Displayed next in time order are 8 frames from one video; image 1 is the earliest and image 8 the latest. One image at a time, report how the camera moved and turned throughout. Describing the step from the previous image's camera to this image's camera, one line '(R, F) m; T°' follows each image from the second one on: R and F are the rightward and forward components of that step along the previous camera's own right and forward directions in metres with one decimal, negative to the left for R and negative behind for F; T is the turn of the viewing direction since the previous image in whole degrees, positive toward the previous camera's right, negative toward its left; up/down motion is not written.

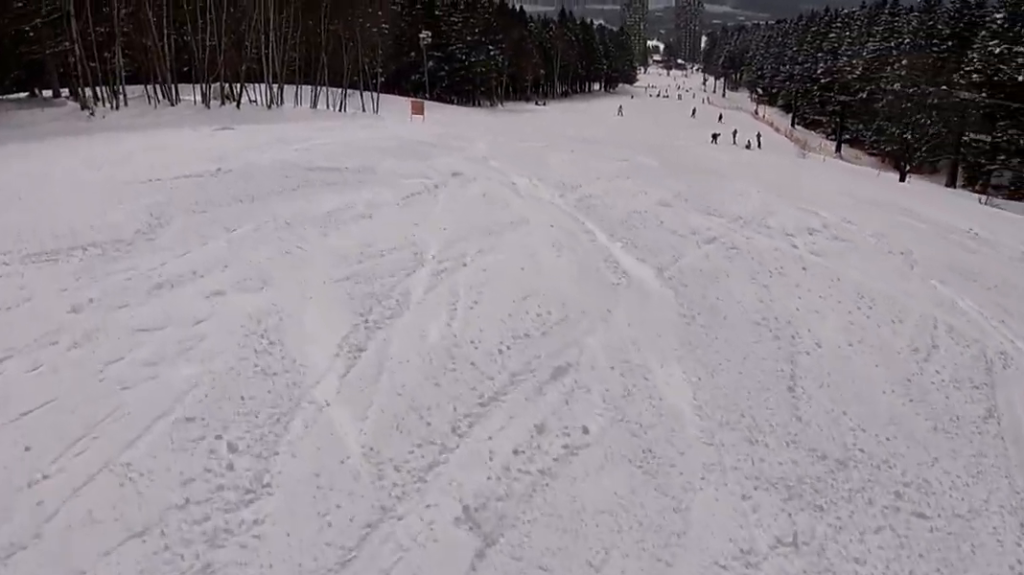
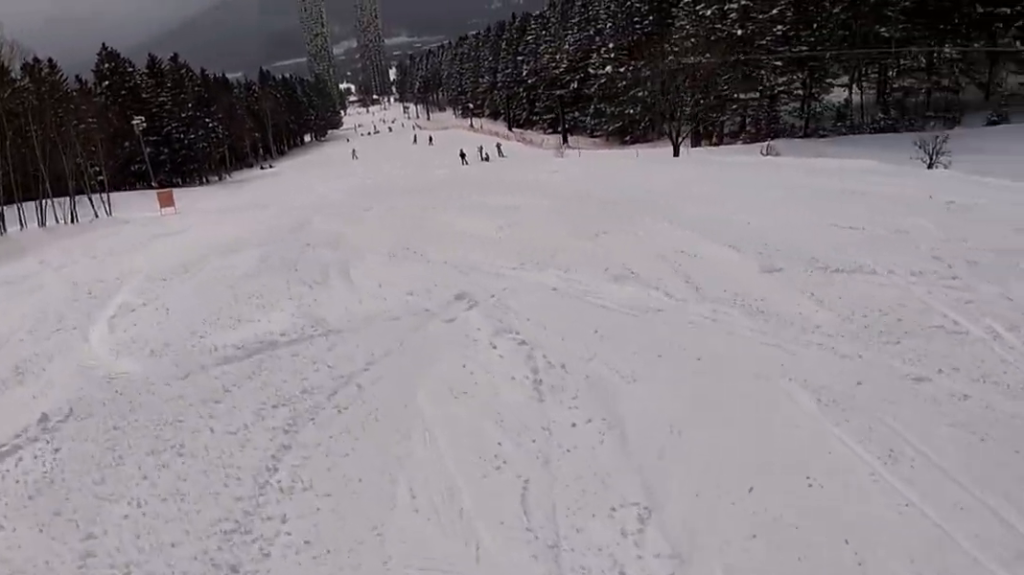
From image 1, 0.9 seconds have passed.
(+0.9, +6.1) m; +10°
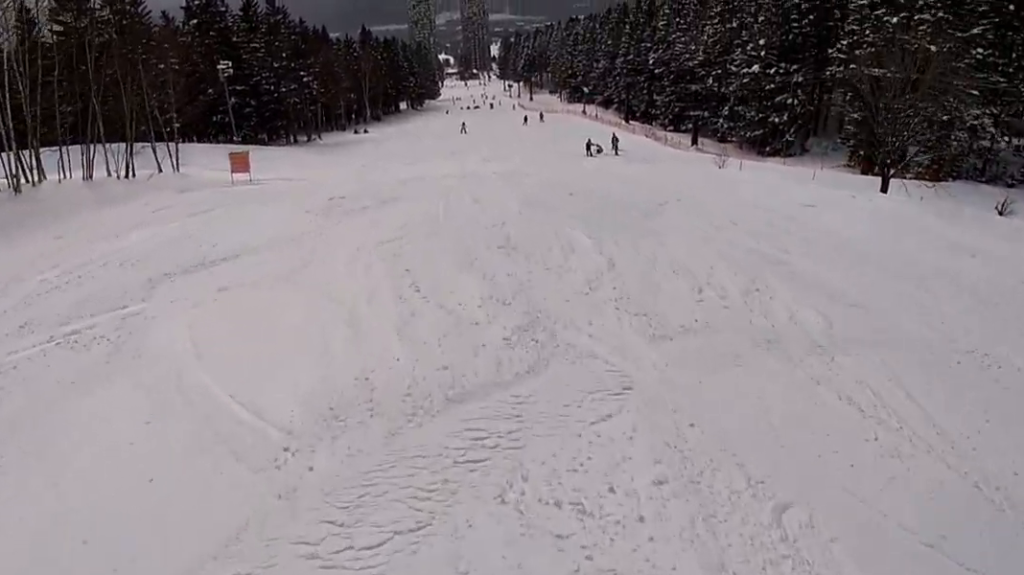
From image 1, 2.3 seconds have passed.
(+0.6, +9.6) m; +4°
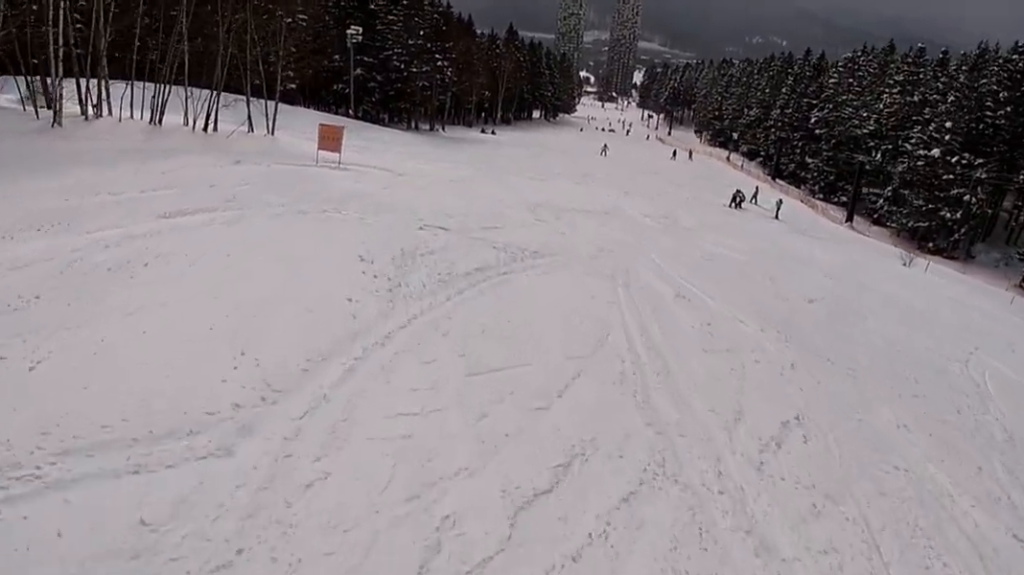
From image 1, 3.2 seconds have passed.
(0.0, +6.9) m; +3°
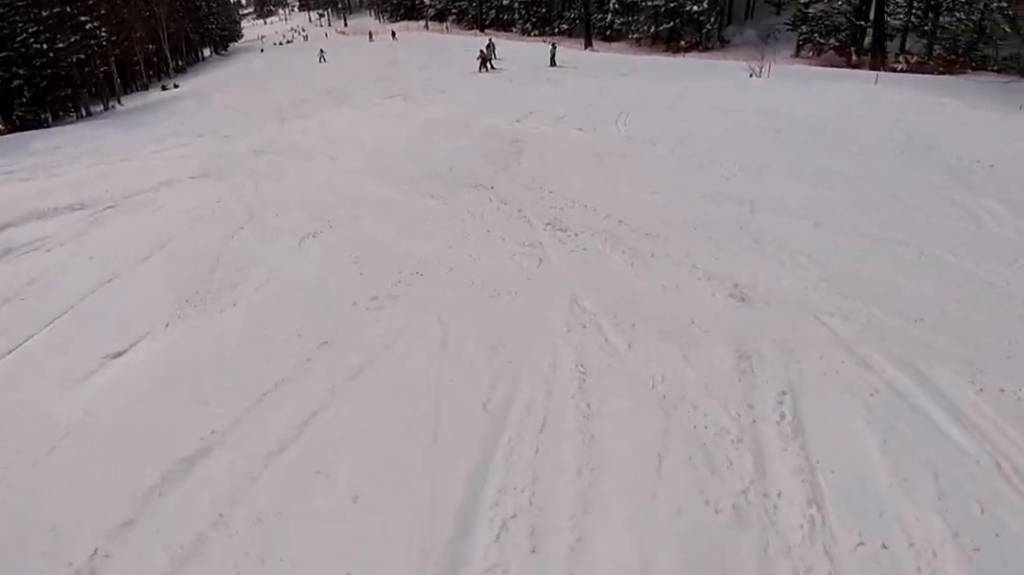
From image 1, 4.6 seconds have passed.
(+1.7, +11.8) m; +21°
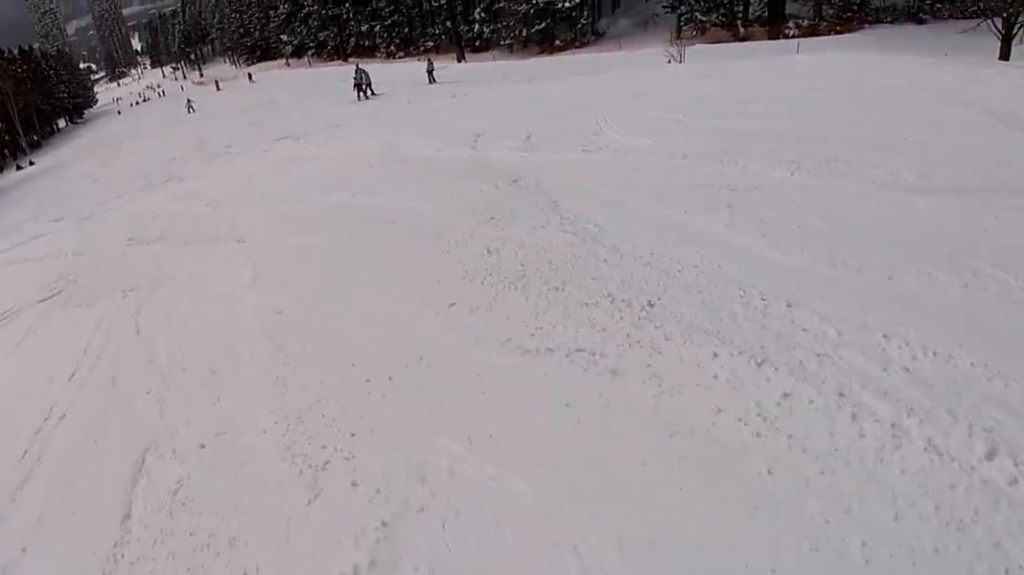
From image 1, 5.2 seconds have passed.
(0.0, +4.7) m; +10°
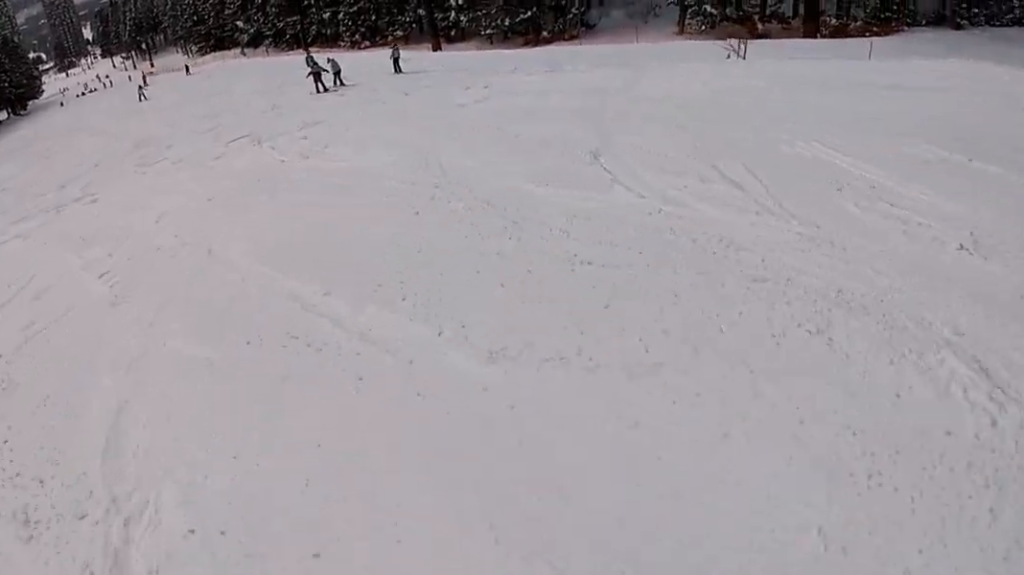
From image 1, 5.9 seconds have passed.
(+1.2, +6.9) m; +2°
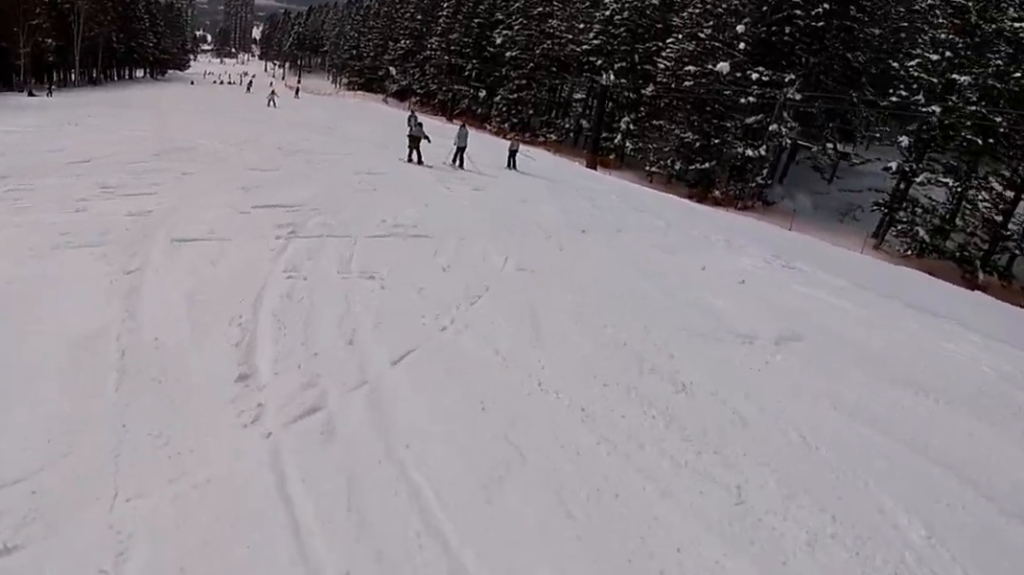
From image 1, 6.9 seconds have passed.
(-0.4, +9.4) m; -8°
